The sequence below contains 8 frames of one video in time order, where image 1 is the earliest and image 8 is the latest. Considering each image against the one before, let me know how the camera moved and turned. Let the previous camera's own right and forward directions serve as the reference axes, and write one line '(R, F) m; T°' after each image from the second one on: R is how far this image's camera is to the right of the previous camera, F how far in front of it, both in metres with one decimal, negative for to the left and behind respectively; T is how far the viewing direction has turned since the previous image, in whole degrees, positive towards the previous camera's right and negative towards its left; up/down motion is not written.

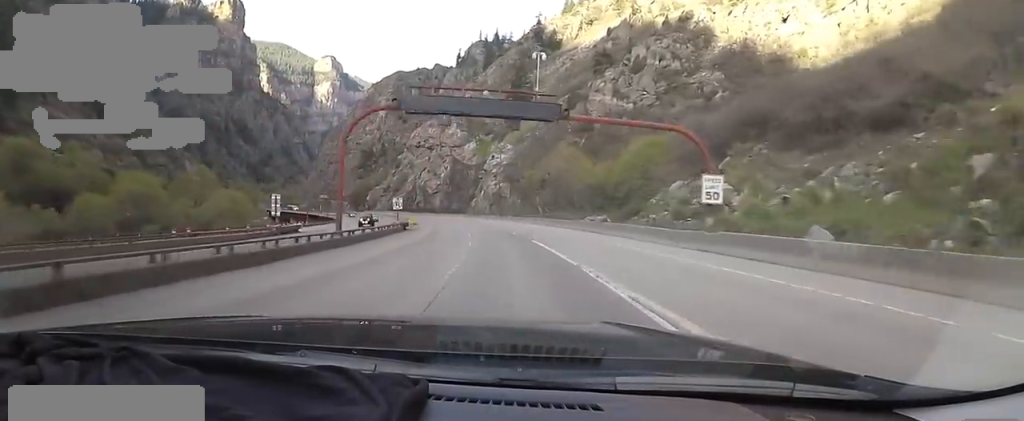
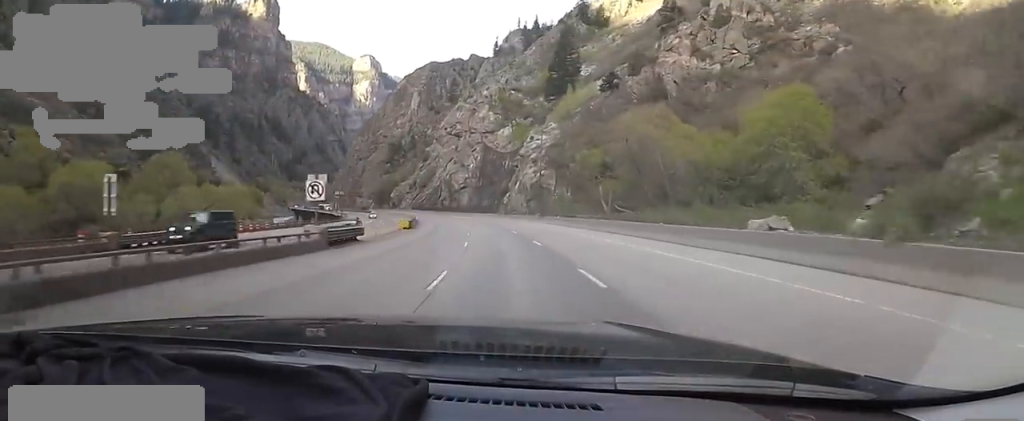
(-1.3, +25.4) m; -4°
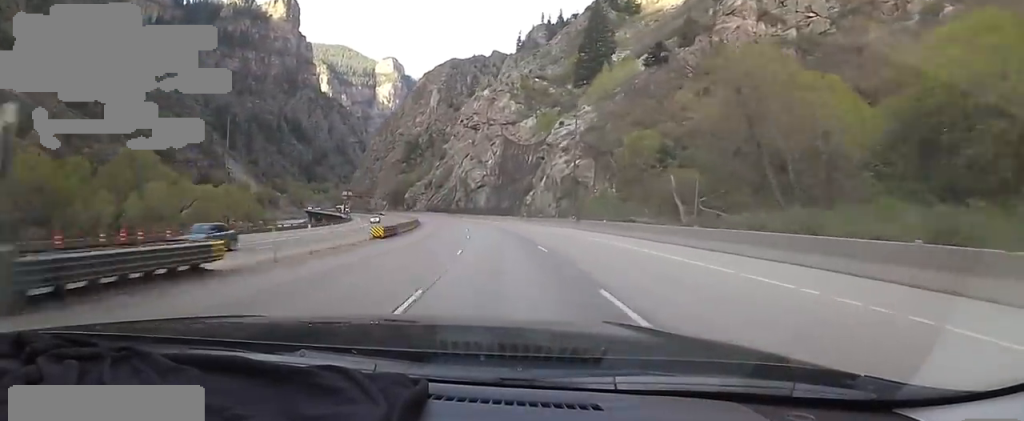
(-0.1, +15.1) m; -2°
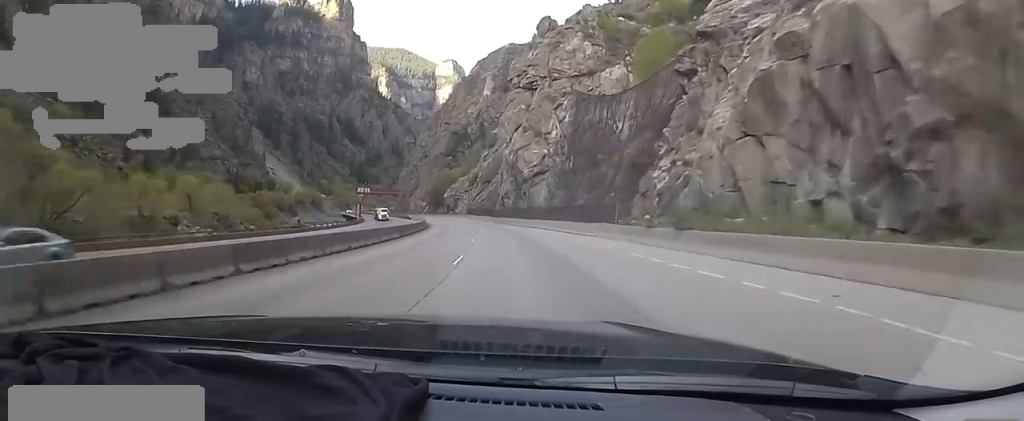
(-2.0, +39.1) m; -8°
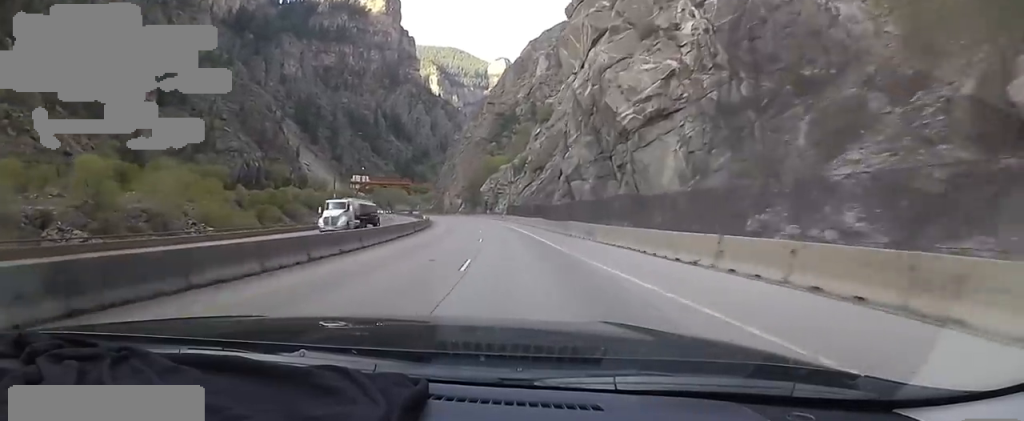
(-2.8, +37.0) m; -6°
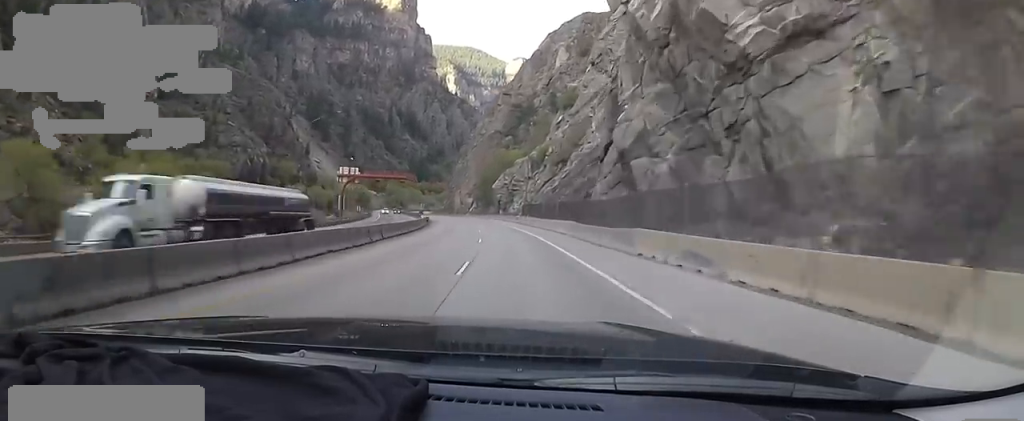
(+0.2, +13.6) m; -1°
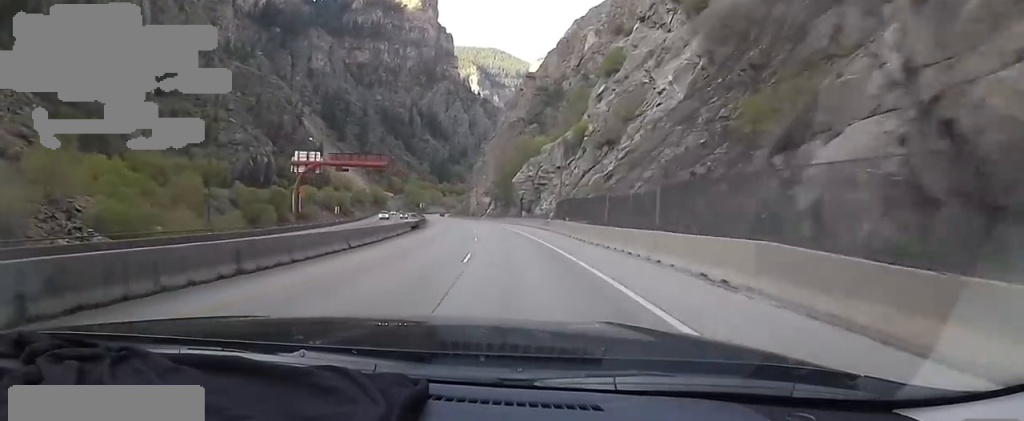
(-0.7, +21.3) m; -4°
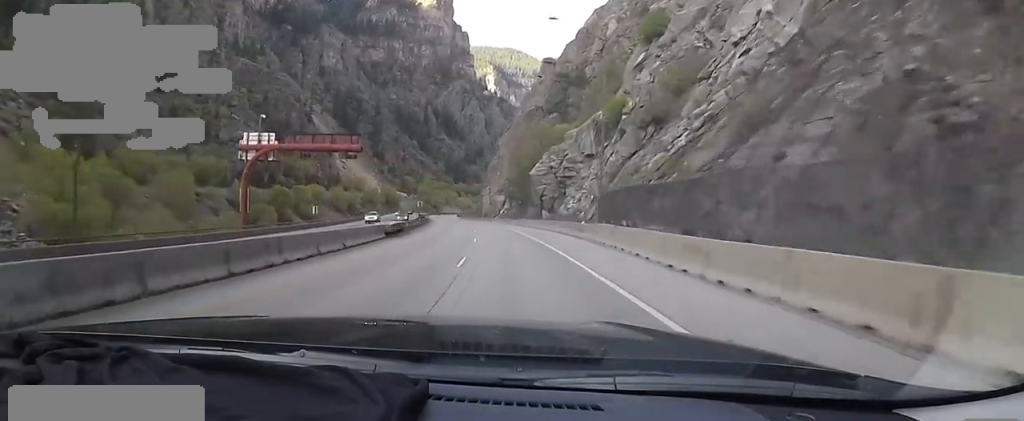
(-0.2, +12.9) m; -3°
